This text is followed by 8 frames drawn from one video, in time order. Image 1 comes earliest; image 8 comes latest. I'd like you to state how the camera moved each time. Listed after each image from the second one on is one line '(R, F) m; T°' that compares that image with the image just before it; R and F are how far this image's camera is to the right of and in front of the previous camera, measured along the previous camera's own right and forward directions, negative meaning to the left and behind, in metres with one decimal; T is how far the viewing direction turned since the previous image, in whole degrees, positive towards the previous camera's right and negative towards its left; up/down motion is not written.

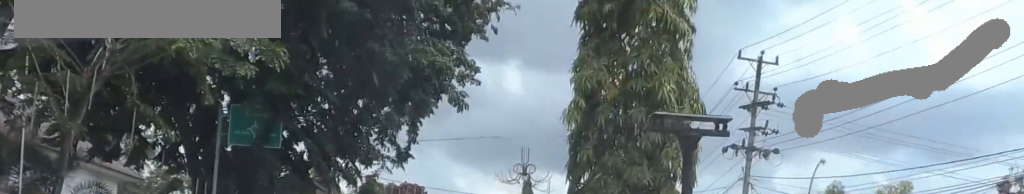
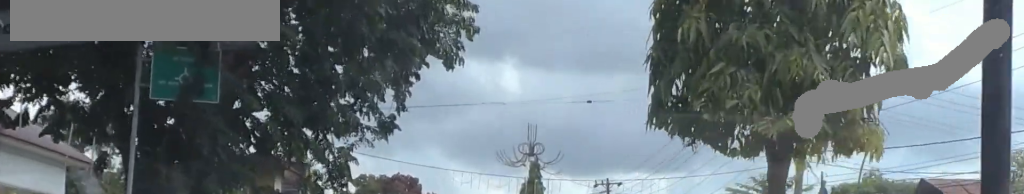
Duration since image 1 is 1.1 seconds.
(0.0, +7.7) m; 0°
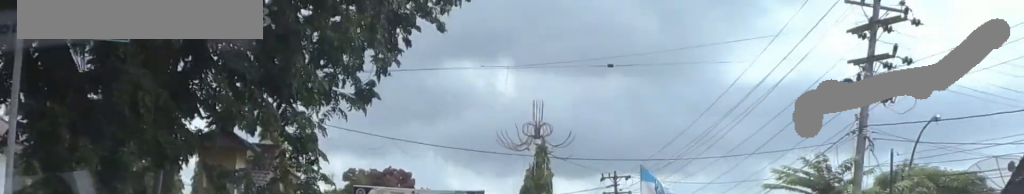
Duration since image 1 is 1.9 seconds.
(0.0, +5.6) m; 0°
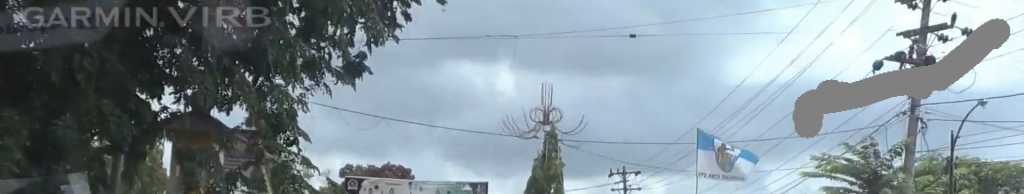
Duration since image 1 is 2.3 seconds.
(0.0, +3.0) m; 0°
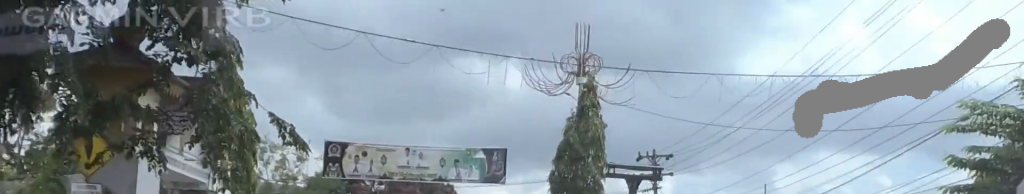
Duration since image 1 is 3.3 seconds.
(0.0, +6.9) m; 0°
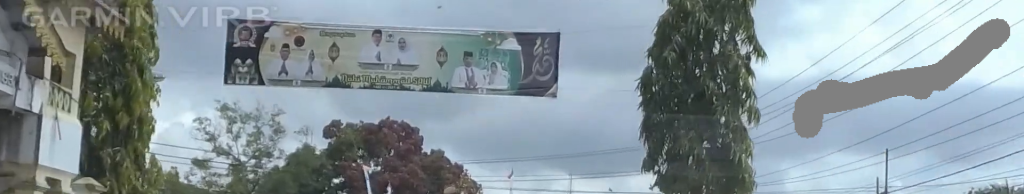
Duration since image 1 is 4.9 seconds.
(0.0, +10.8) m; 0°
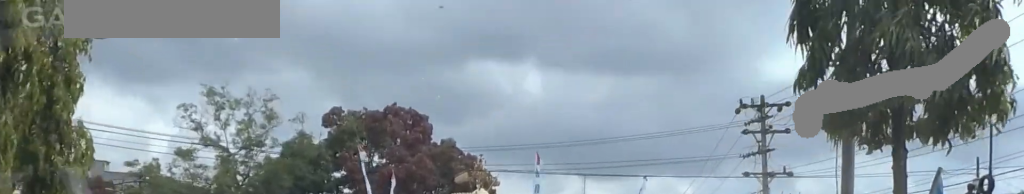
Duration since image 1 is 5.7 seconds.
(0.0, +5.5) m; 0°
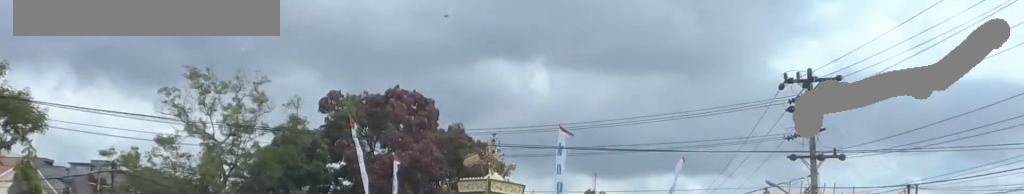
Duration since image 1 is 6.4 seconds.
(0.0, +4.8) m; 0°
